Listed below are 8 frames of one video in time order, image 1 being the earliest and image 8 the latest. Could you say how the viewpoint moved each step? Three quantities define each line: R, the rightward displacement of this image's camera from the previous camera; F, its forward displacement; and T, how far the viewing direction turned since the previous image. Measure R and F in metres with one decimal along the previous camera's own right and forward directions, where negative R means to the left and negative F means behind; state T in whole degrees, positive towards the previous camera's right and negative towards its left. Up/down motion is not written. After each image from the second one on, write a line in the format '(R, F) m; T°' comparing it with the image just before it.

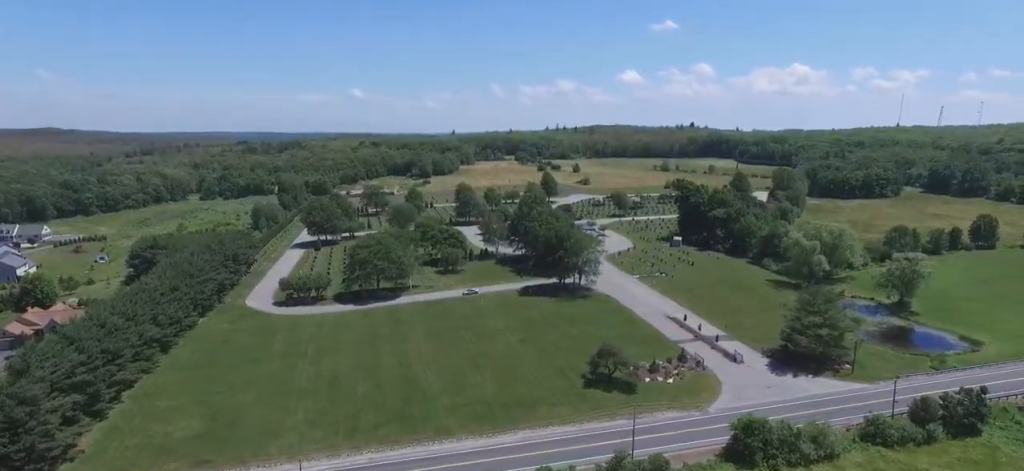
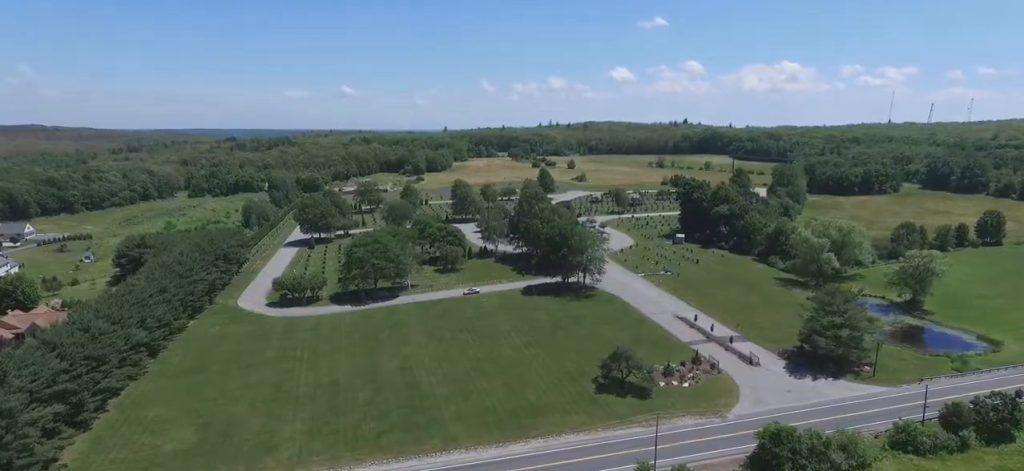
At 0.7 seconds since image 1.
(0.0, +6.9) m; 0°
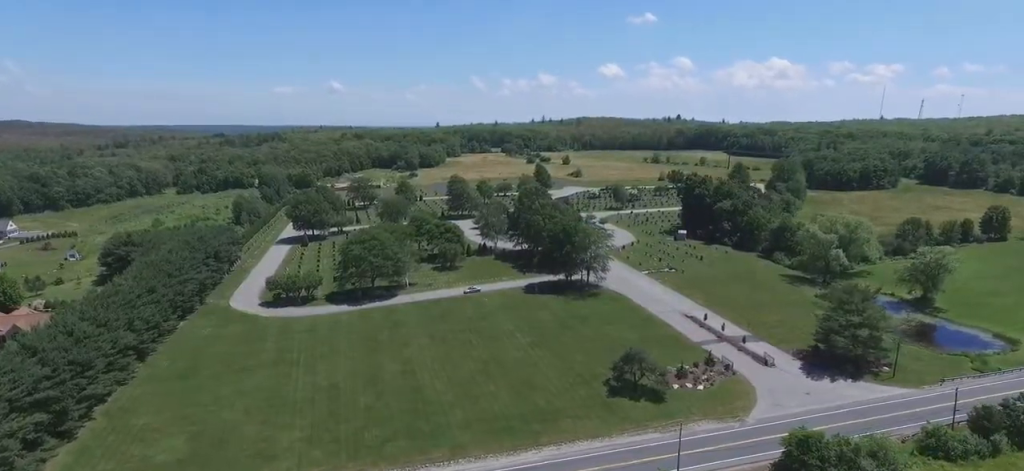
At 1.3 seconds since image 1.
(0.0, +5.8) m; 0°
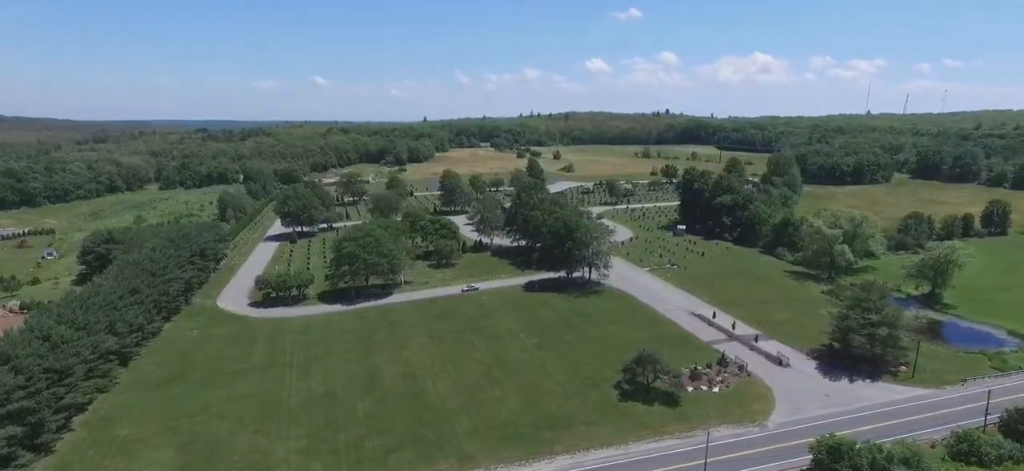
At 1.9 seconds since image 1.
(0.0, +6.2) m; 0°
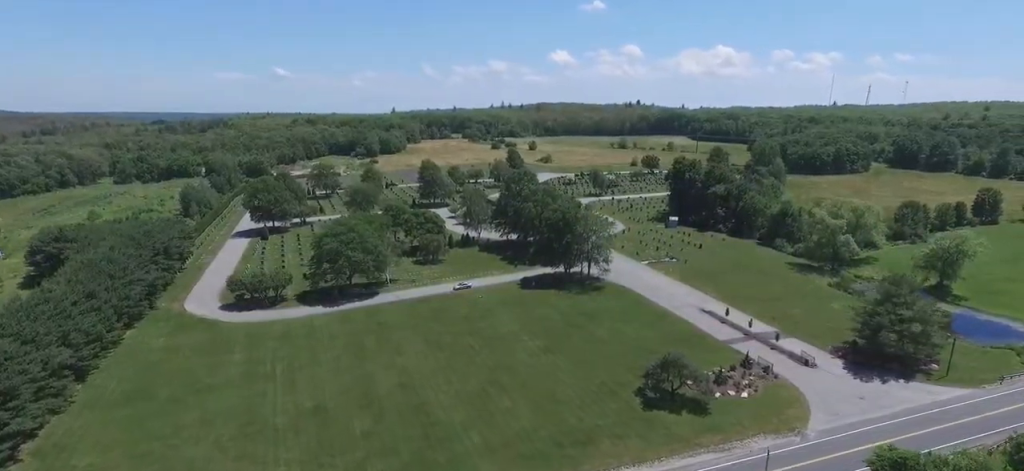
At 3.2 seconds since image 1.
(+0.1, +12.1) m; +1°
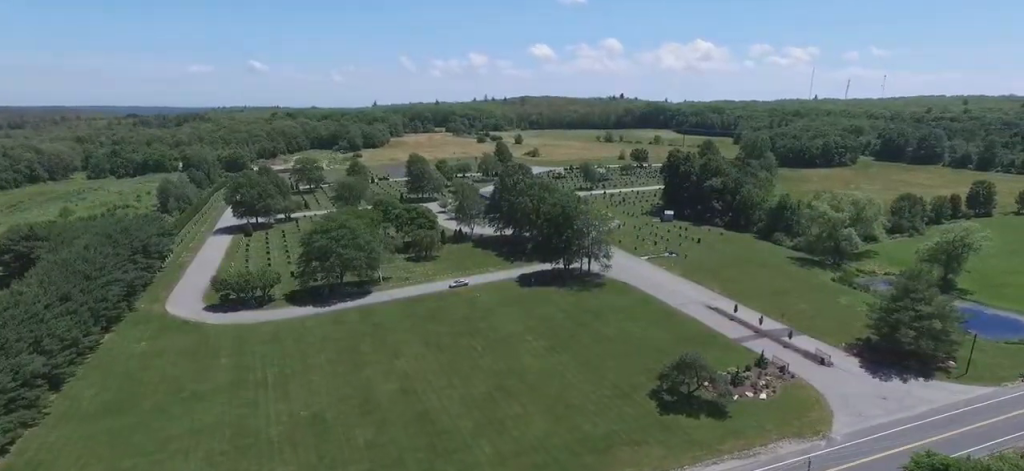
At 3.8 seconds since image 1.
(0.0, +6.9) m; 0°
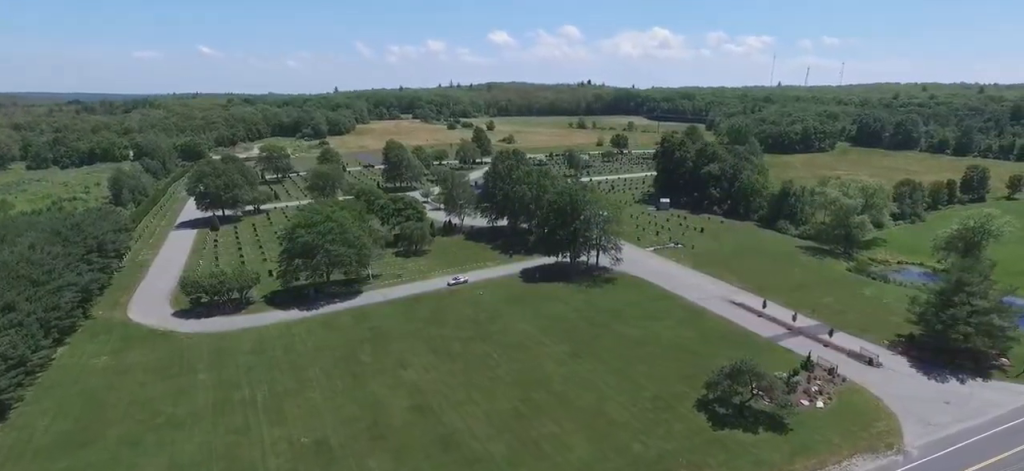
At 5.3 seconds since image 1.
(0.0, +14.8) m; -1°
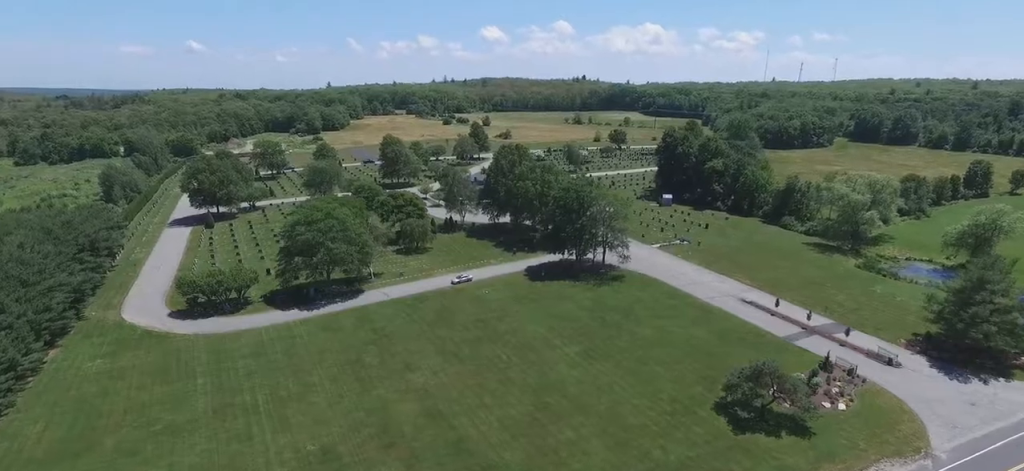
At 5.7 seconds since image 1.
(0.0, +3.8) m; -1°
